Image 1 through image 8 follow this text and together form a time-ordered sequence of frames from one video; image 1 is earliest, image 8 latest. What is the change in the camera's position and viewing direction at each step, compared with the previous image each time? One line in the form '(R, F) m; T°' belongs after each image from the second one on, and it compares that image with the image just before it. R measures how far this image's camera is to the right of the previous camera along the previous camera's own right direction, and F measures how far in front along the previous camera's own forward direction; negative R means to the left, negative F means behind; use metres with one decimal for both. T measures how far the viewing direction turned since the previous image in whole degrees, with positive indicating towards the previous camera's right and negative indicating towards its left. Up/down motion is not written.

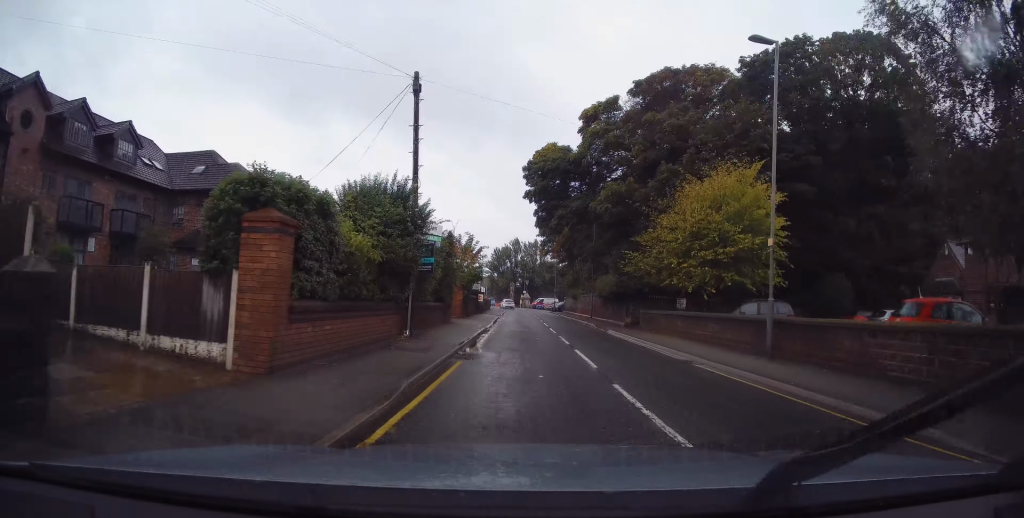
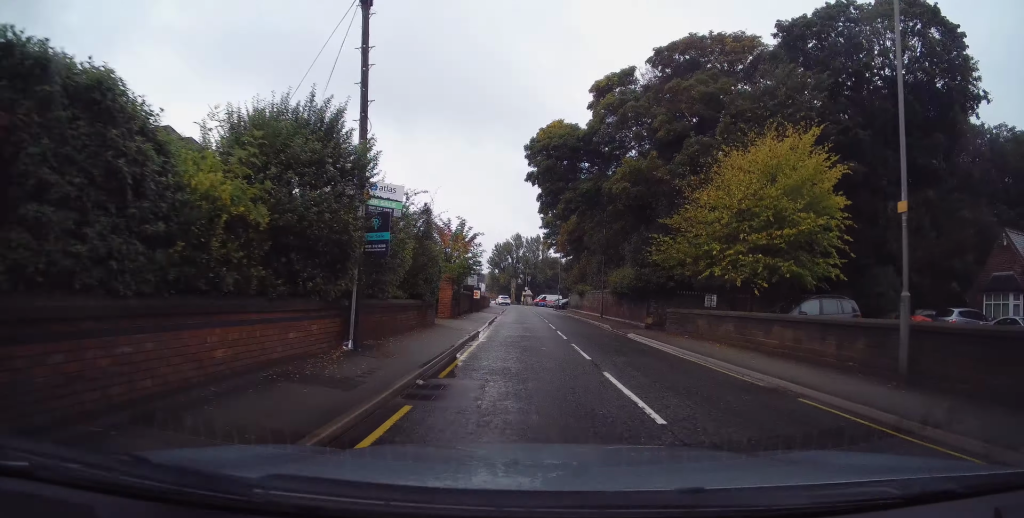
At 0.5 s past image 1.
(+0.1, +5.2) m; 0°
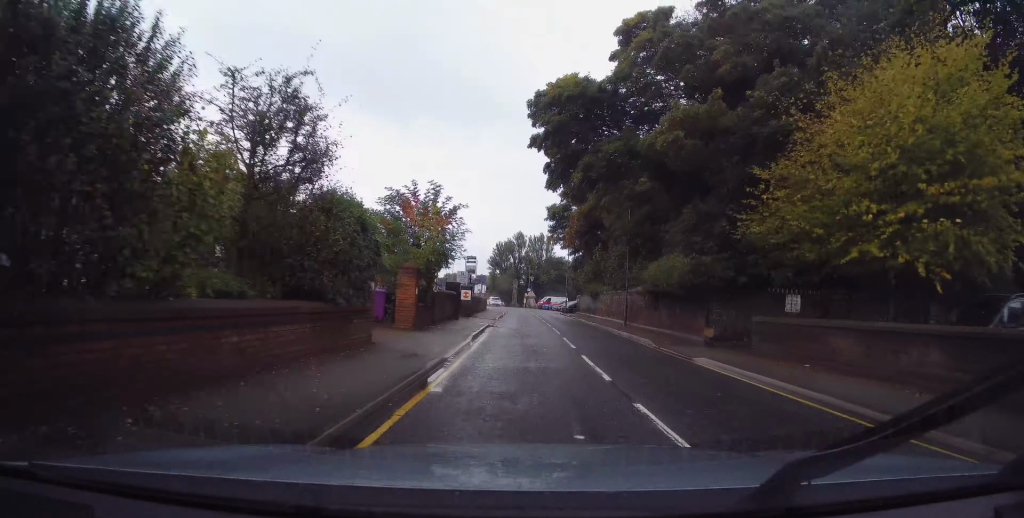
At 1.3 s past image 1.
(-0.4, +8.9) m; -2°
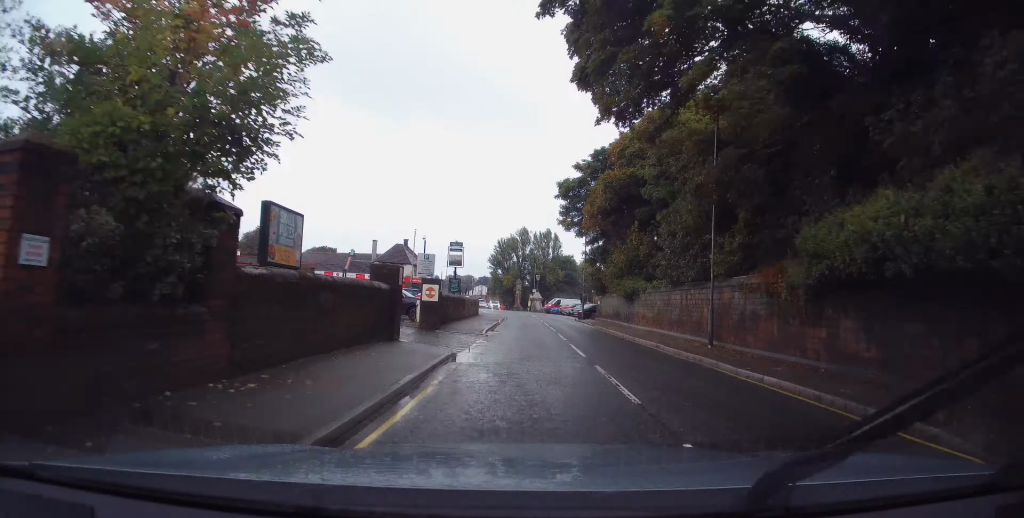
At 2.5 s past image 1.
(+0.1, +14.2) m; 0°
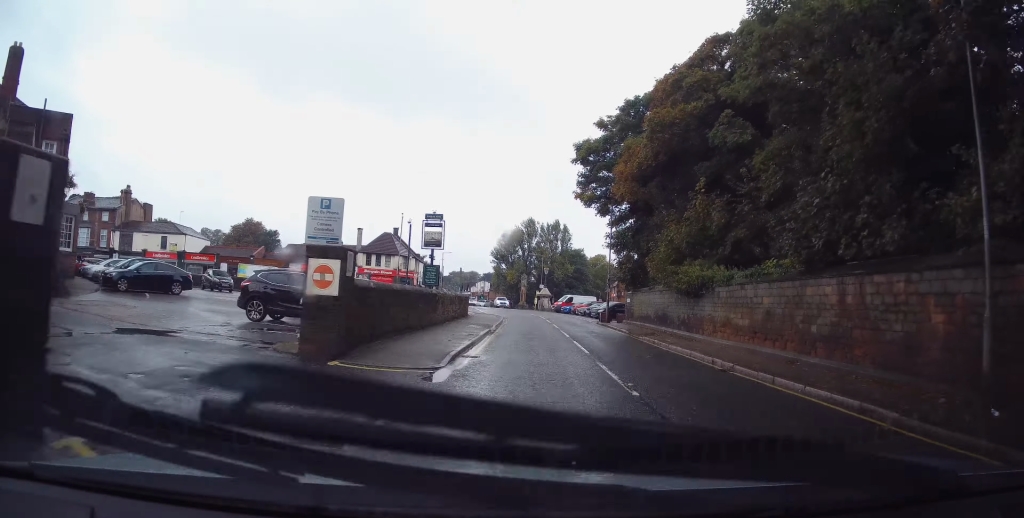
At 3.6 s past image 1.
(-0.2, +11.5) m; -1°
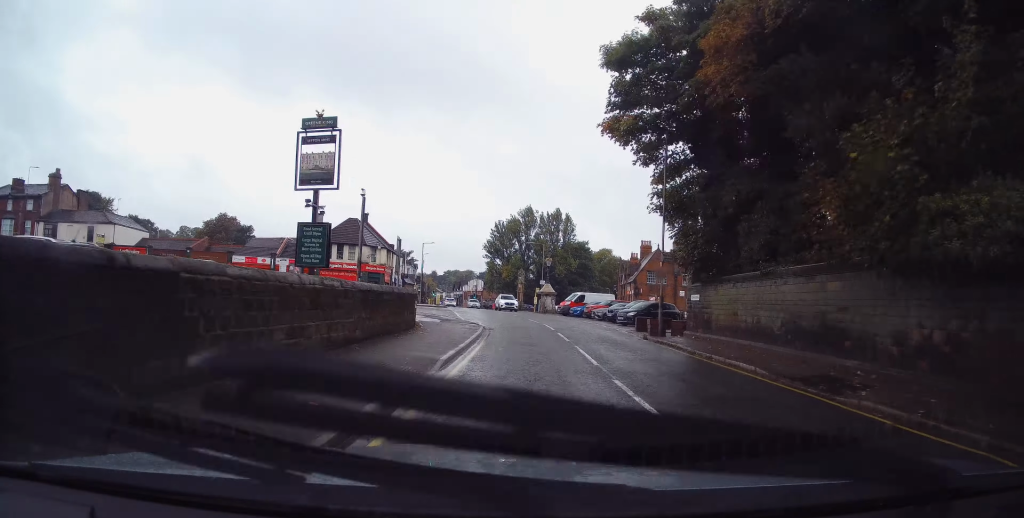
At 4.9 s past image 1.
(+0.2, +14.7) m; +1°
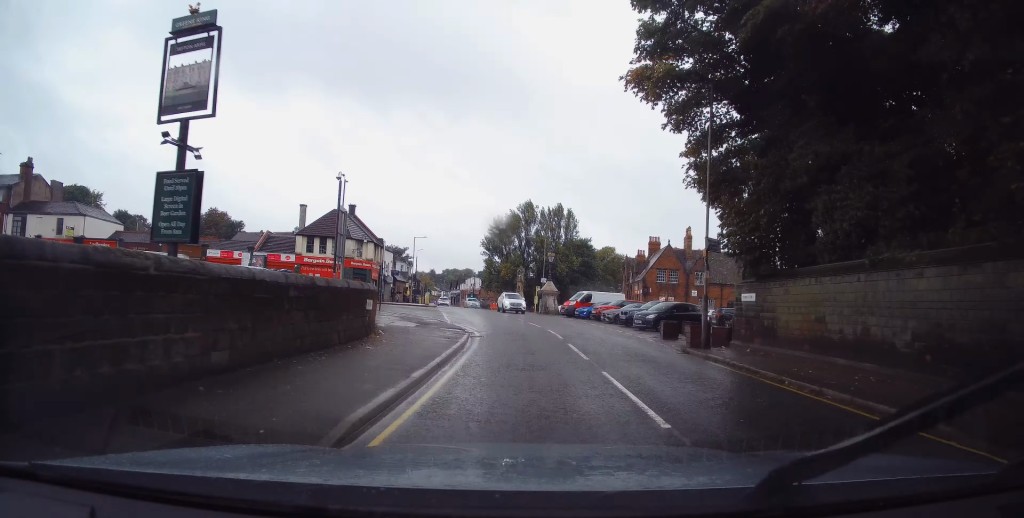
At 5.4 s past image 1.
(+0.1, +5.3) m; 0°
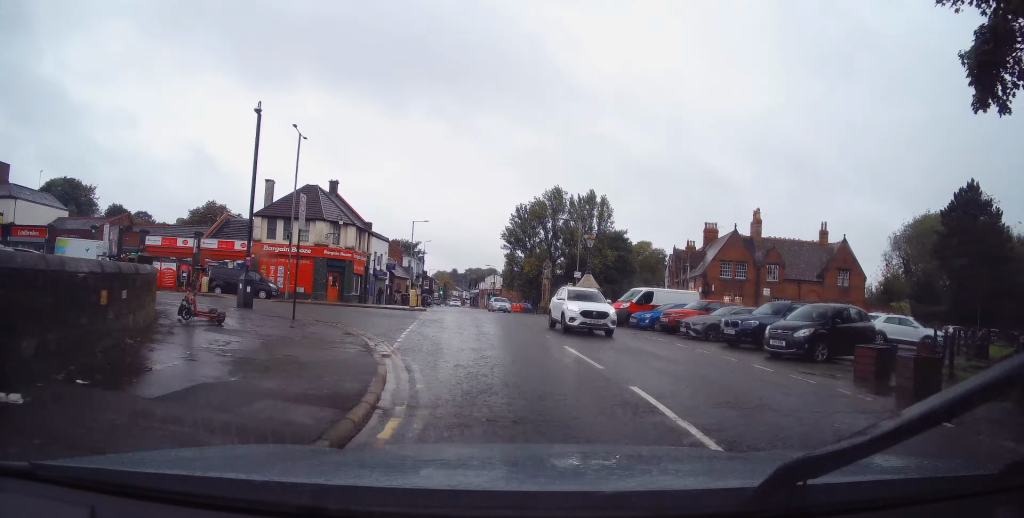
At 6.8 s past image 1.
(-0.6, +13.8) m; -5°
